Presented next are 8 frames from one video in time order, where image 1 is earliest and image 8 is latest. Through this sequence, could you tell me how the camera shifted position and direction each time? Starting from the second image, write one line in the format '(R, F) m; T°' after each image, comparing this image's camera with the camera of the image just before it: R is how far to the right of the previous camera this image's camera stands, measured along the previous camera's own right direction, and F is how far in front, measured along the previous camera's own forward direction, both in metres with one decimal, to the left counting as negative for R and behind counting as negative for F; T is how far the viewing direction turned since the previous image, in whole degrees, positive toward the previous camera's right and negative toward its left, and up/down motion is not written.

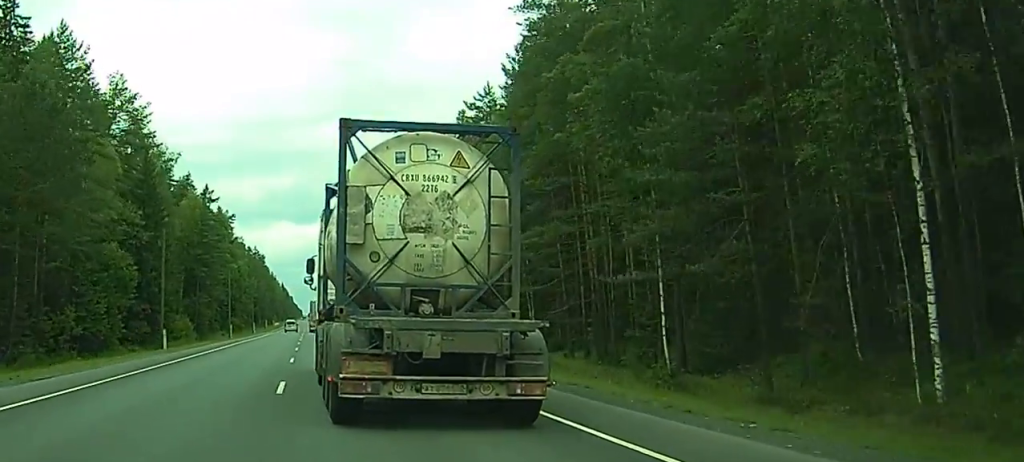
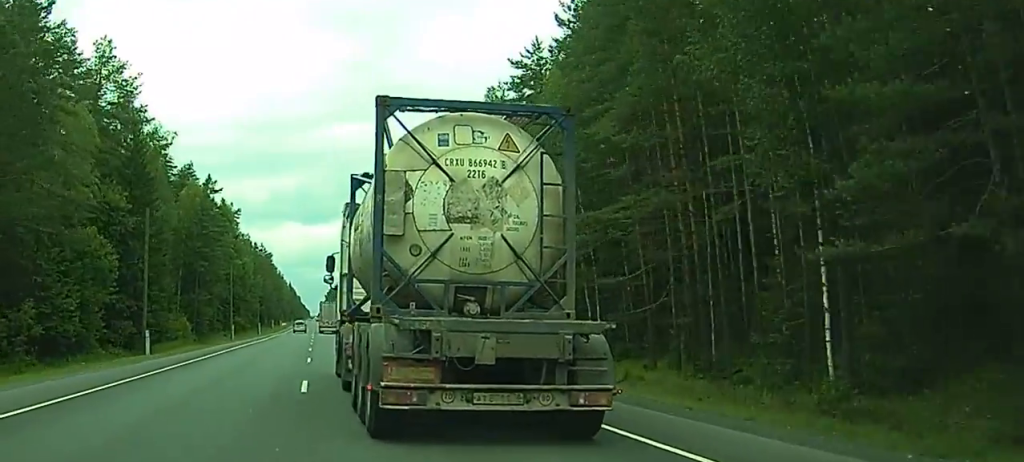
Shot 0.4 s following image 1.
(0.0, +11.4) m; 0°
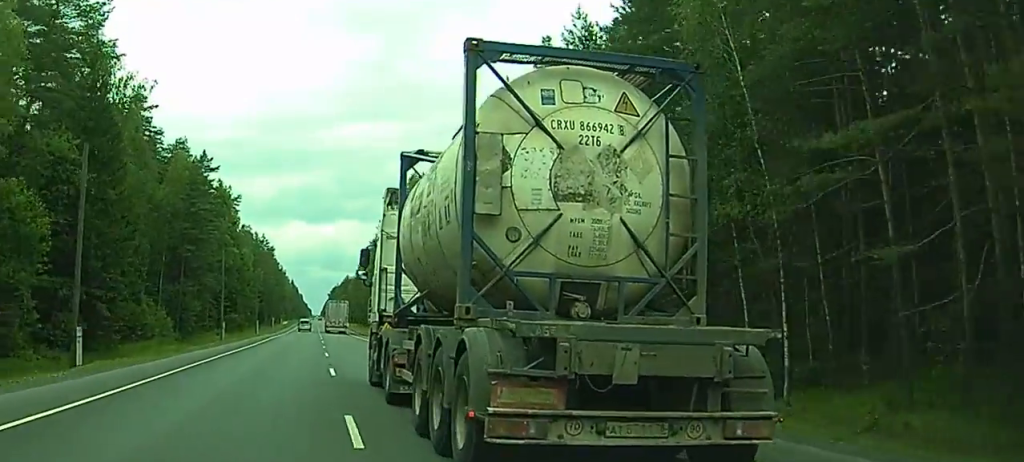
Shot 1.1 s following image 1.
(-0.2, +18.8) m; -1°
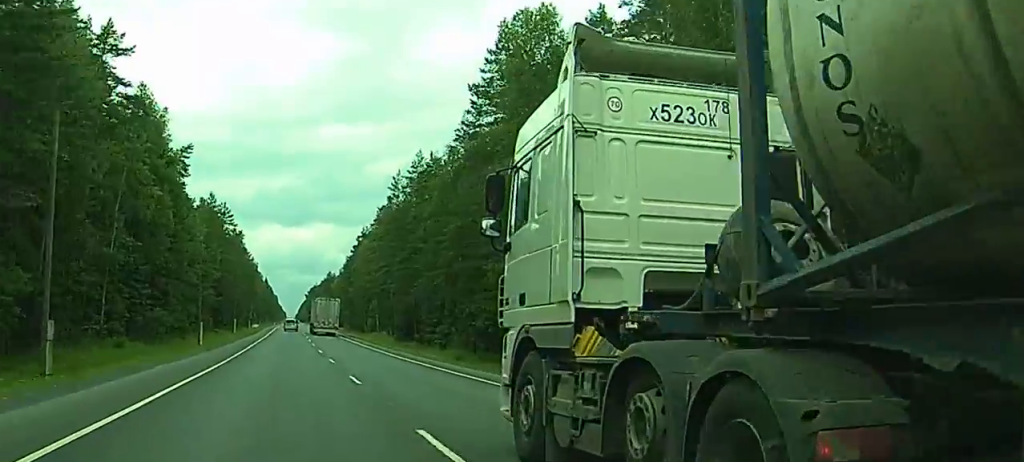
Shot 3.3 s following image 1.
(-0.4, +61.1) m; 0°
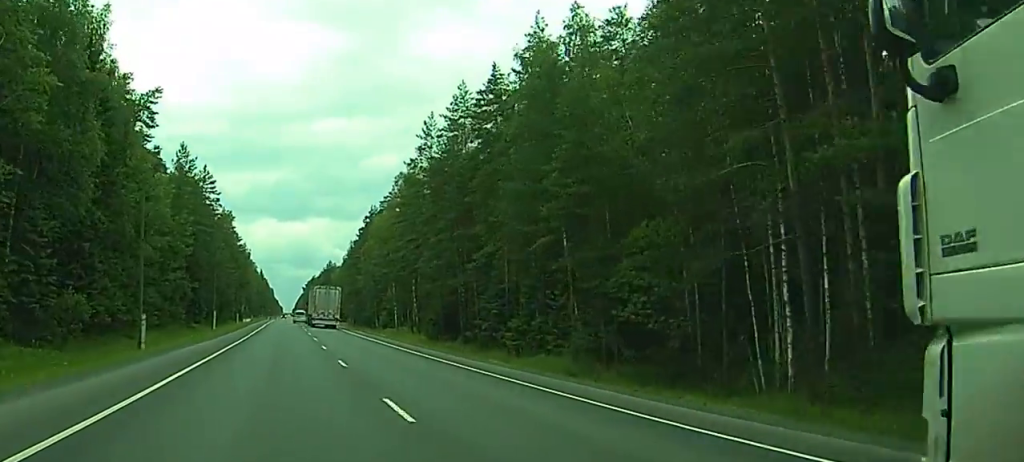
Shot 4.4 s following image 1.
(+0.2, +32.4) m; 0°
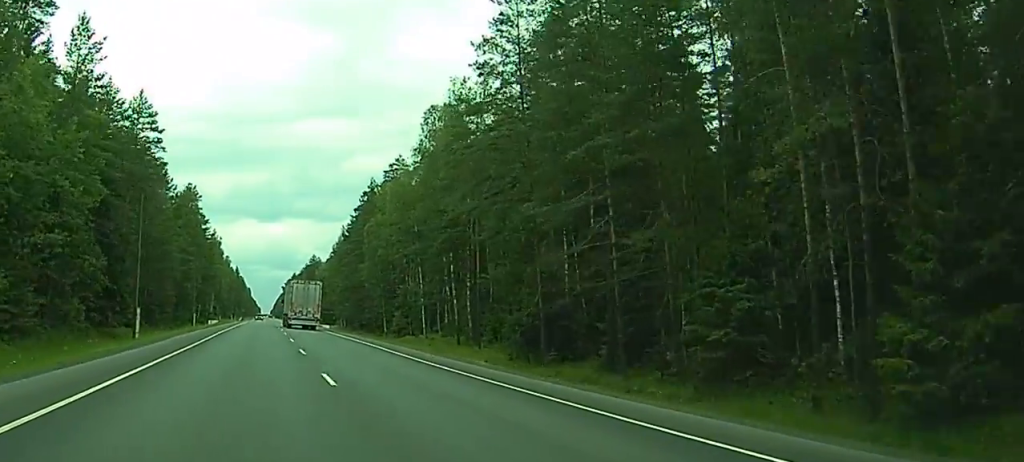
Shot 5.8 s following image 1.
(0.0, +42.9) m; +1°
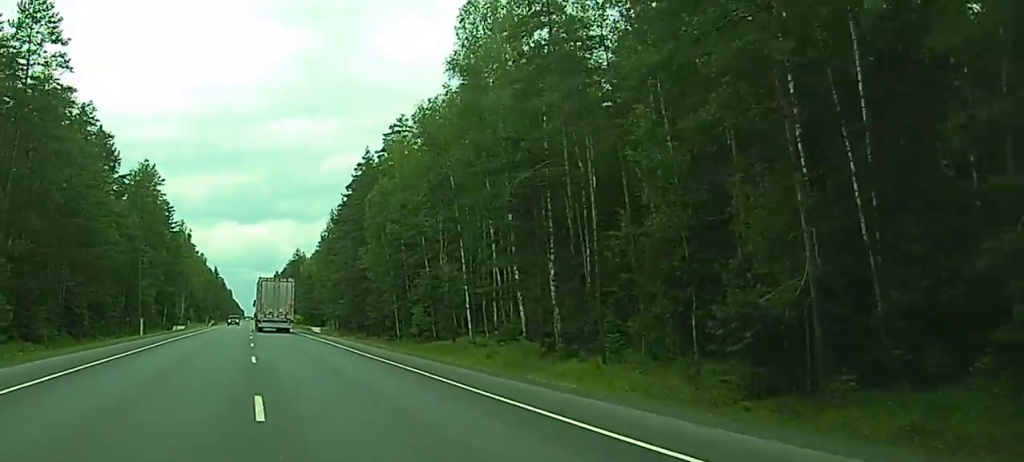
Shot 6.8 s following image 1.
(+0.2, +29.8) m; +2°
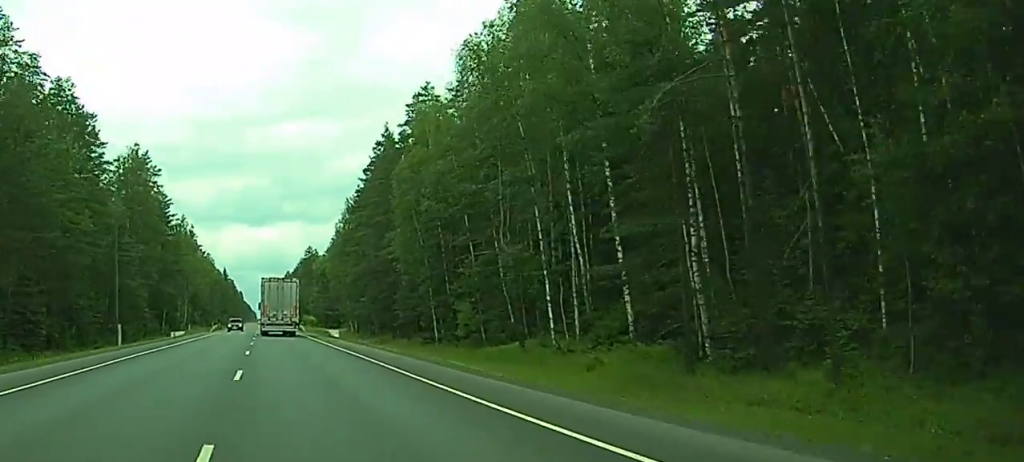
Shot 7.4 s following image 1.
(+0.5, +16.7) m; +1°
